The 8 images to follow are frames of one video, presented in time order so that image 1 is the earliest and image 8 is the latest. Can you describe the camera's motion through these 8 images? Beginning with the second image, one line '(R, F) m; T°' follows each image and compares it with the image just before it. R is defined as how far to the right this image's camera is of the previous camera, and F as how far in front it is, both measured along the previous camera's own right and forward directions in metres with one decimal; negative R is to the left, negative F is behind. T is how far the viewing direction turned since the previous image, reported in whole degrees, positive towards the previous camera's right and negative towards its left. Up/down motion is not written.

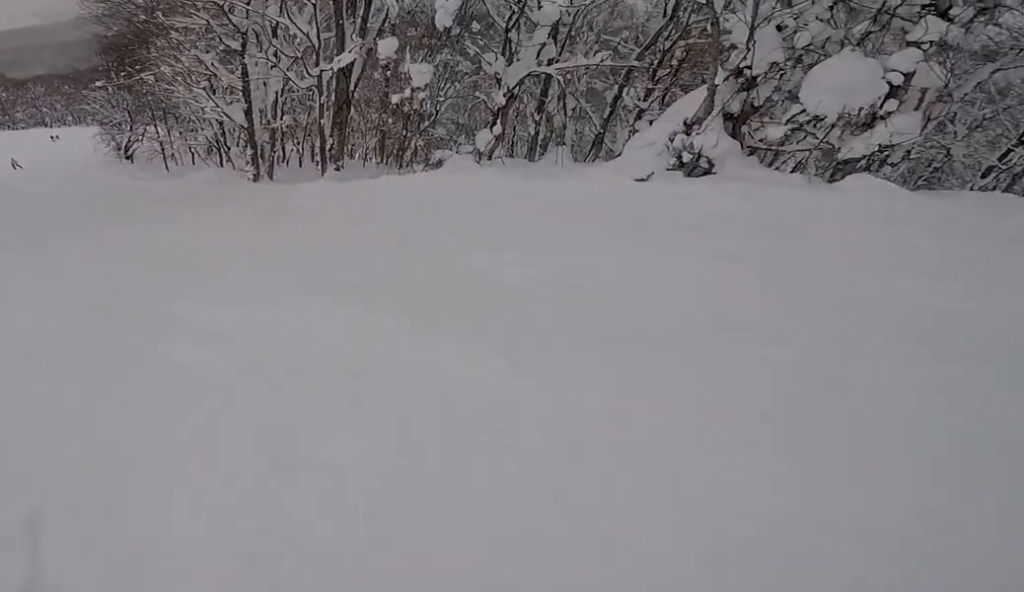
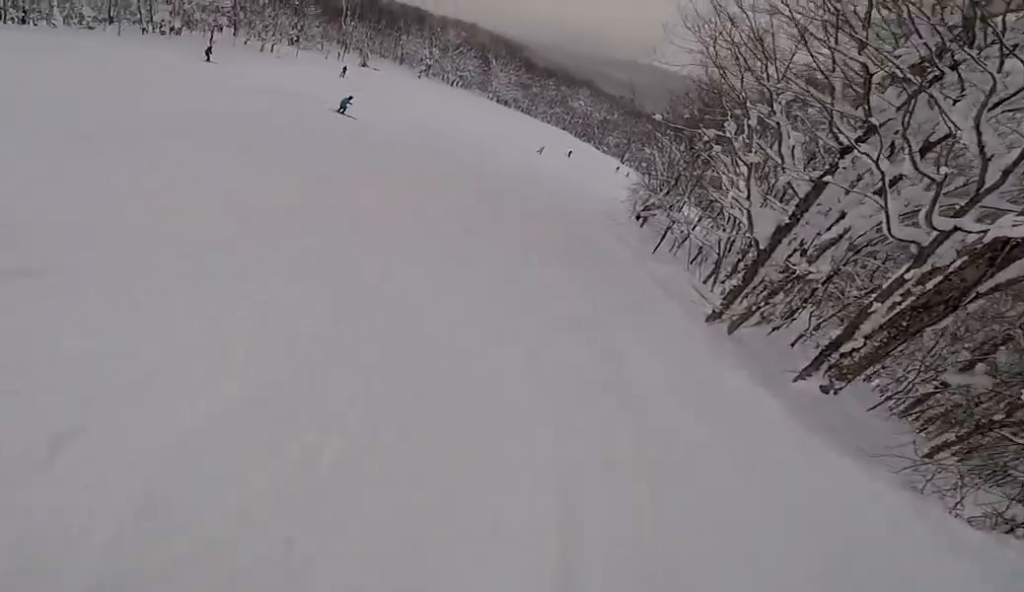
(-1.0, +5.6) m; -28°
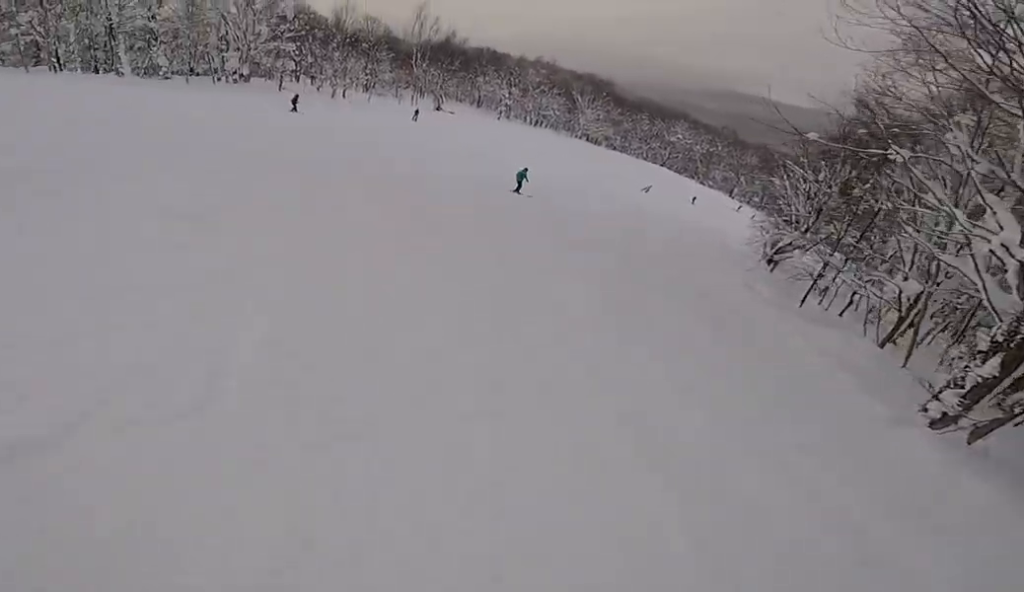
(-0.6, +3.7) m; -18°
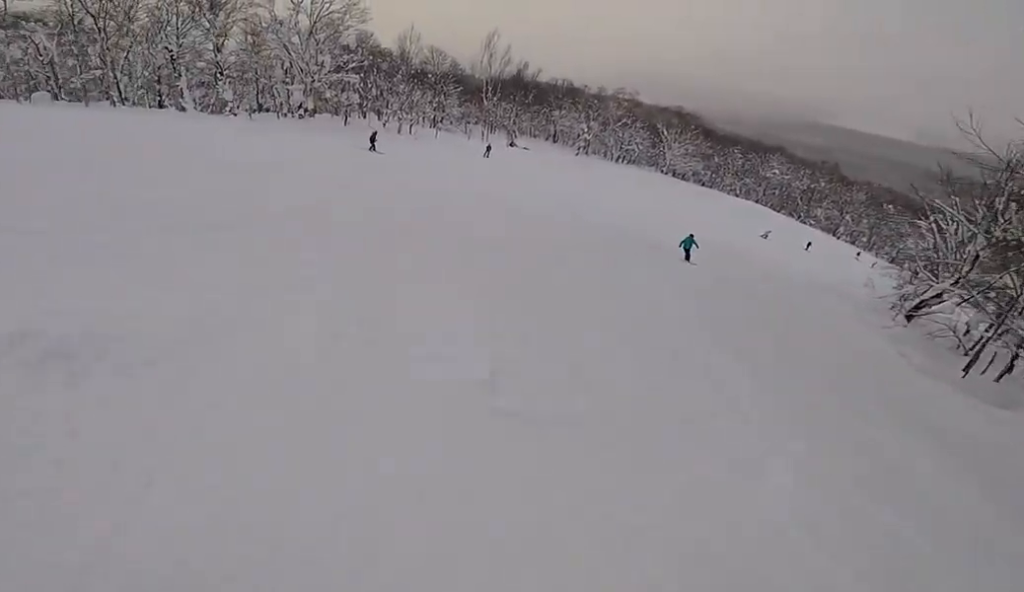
(-0.2, +2.5) m; -8°
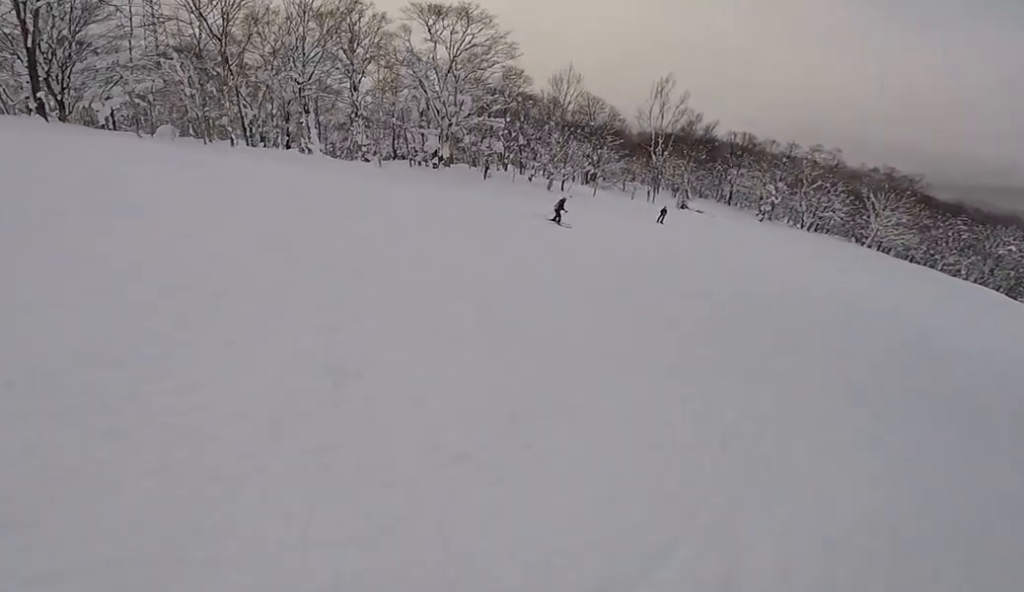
(-0.8, +6.2) m; -3°
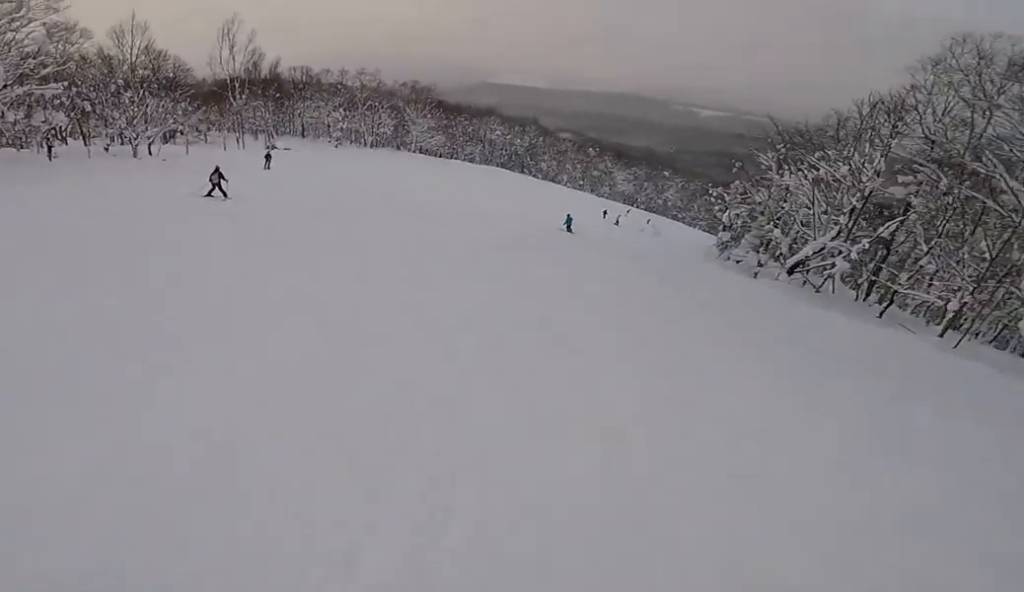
(+0.5, +5.4) m; +22°
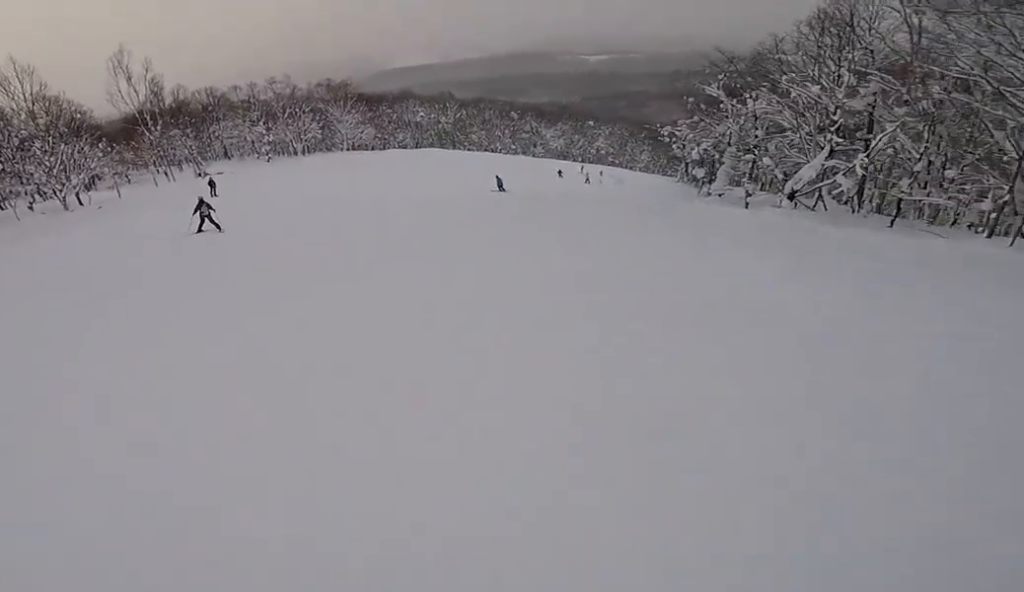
(+0.4, +3.1) m; +16°
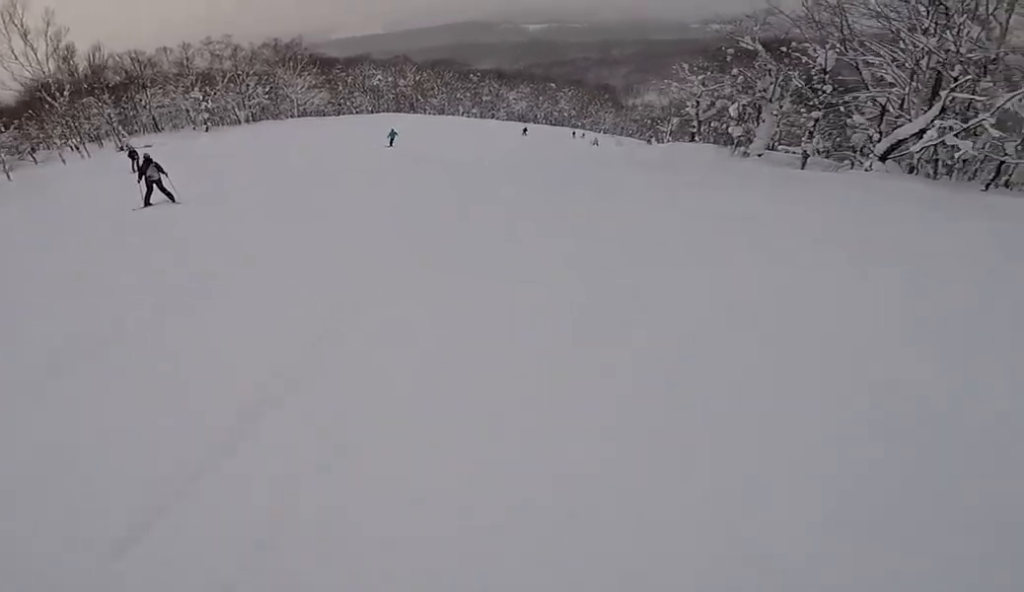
(+2.7, +7.5) m; +21°
